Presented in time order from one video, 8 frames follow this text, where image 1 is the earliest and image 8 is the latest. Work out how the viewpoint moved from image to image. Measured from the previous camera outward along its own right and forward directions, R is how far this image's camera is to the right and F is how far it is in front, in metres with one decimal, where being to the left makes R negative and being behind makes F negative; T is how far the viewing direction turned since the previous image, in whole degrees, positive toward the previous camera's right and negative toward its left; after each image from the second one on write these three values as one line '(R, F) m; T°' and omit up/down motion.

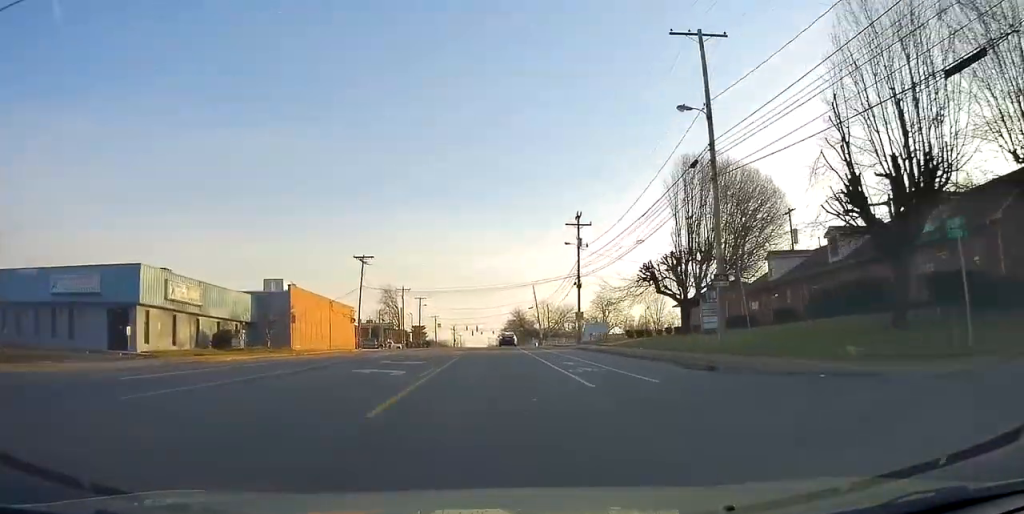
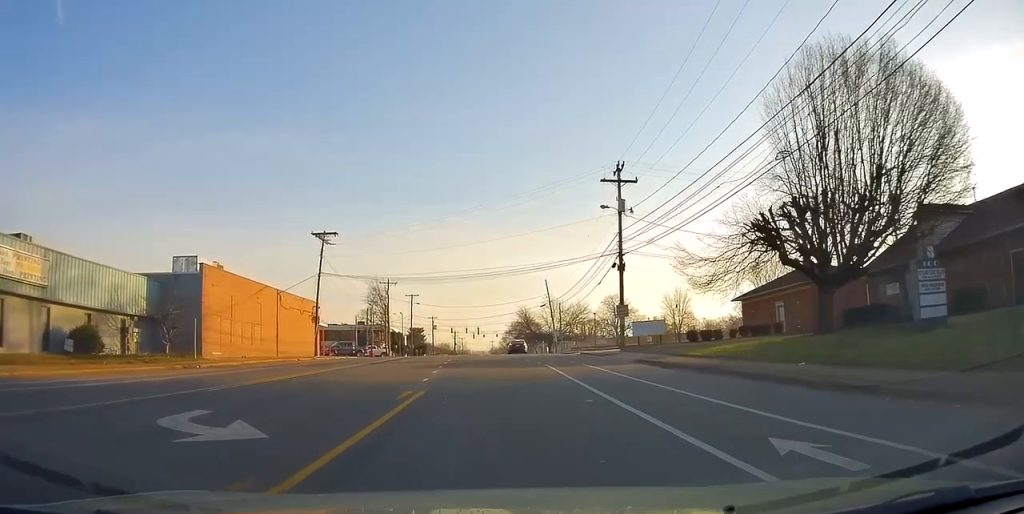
(-0.2, +16.8) m; -1°
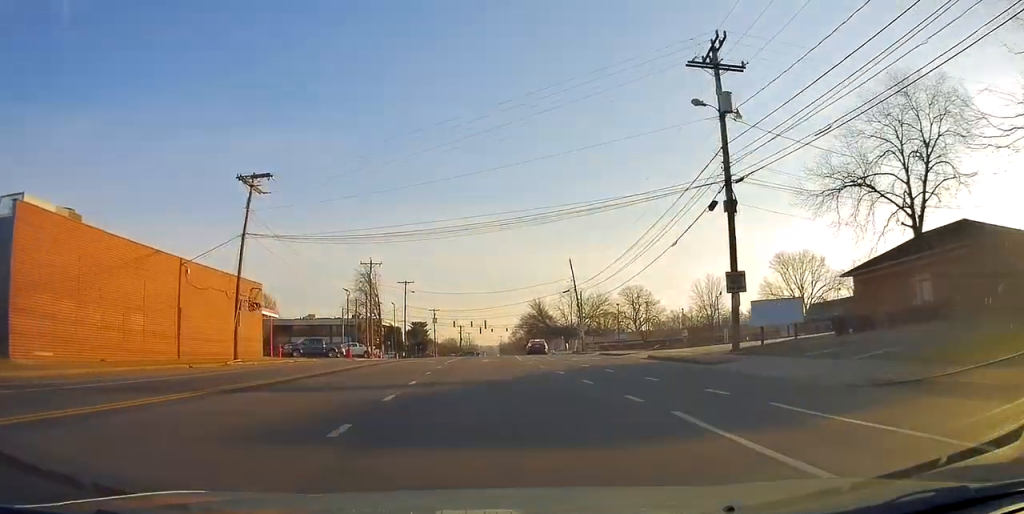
(0.0, +16.6) m; +1°
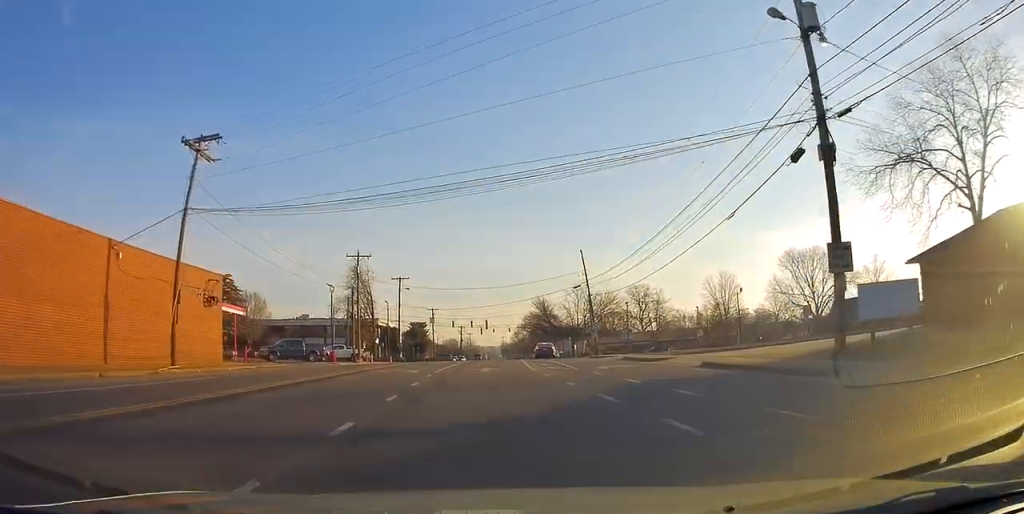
(0.0, +6.7) m; 0°
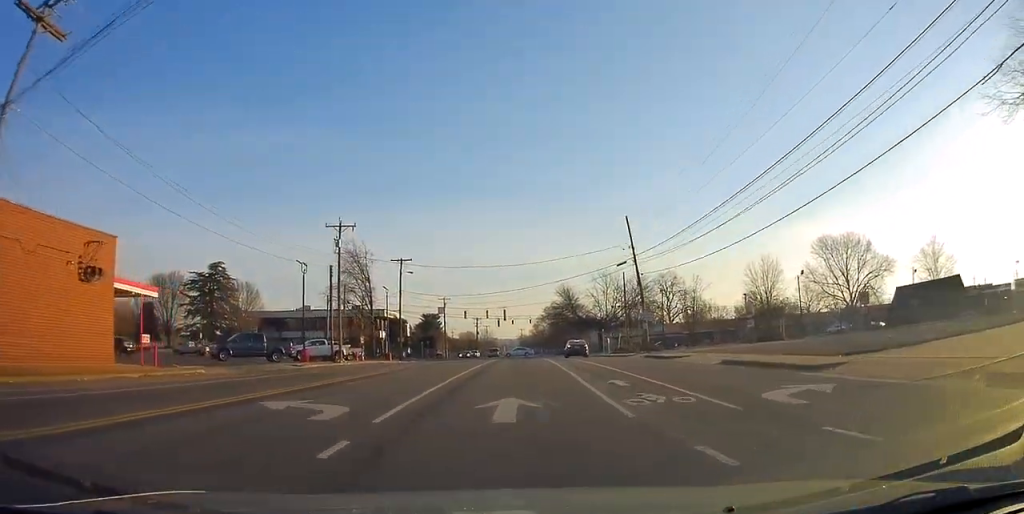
(+0.4, +12.7) m; -3°
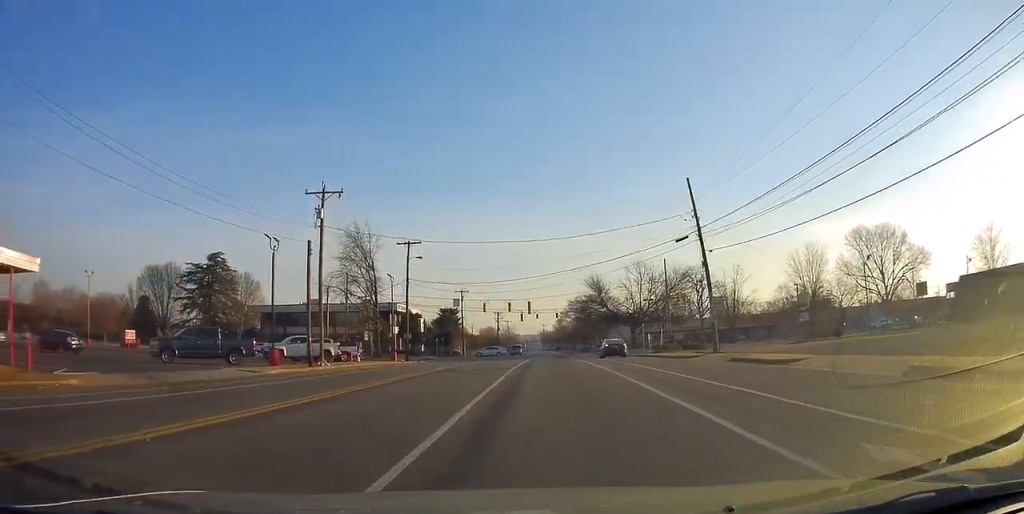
(-0.9, +9.6) m; -2°
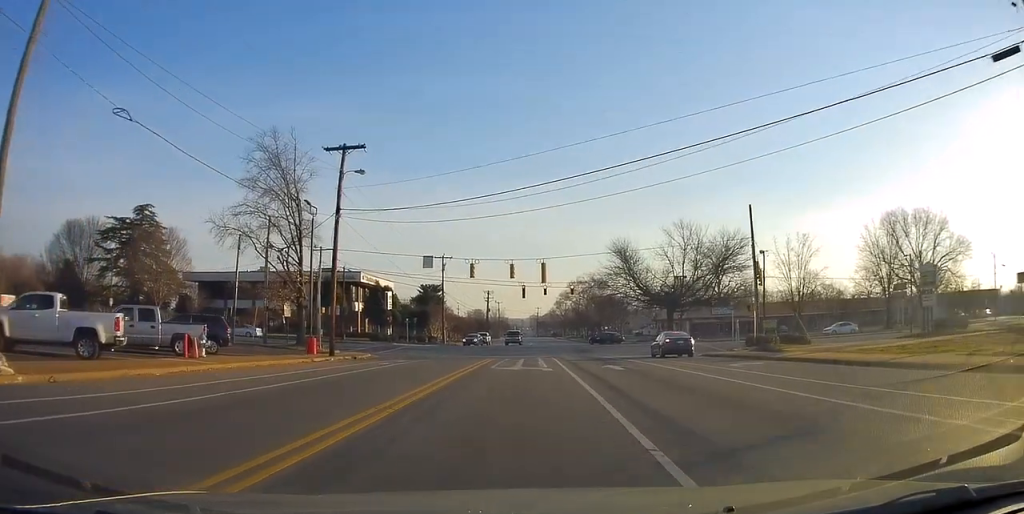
(+0.4, +24.1) m; -2°
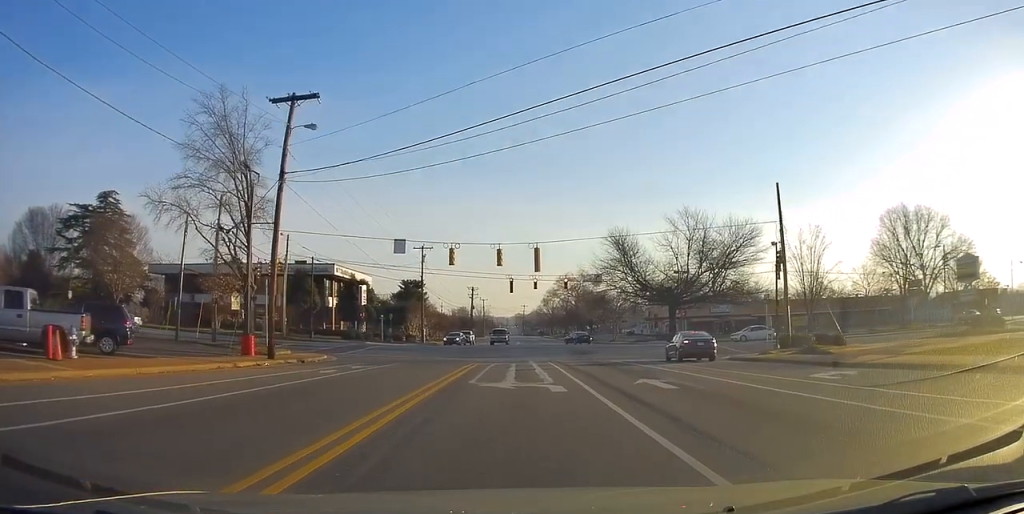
(-0.2, +7.0) m; +4°
